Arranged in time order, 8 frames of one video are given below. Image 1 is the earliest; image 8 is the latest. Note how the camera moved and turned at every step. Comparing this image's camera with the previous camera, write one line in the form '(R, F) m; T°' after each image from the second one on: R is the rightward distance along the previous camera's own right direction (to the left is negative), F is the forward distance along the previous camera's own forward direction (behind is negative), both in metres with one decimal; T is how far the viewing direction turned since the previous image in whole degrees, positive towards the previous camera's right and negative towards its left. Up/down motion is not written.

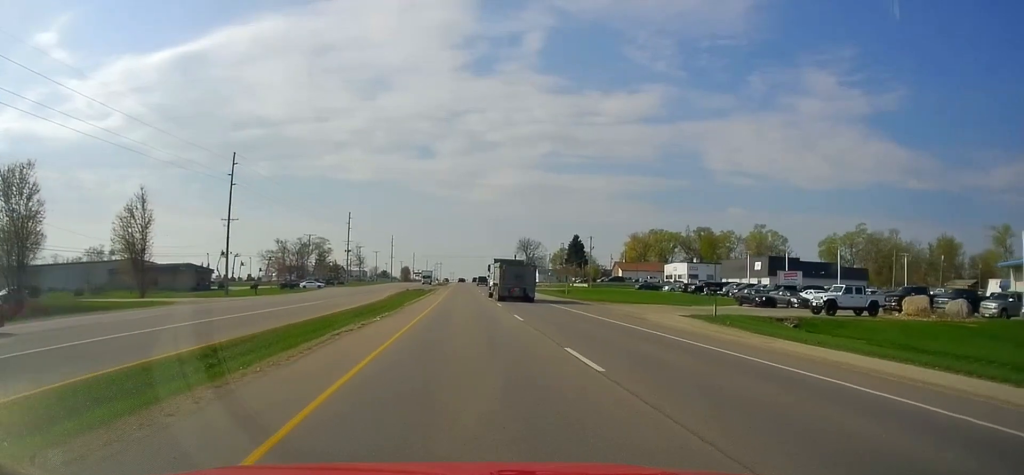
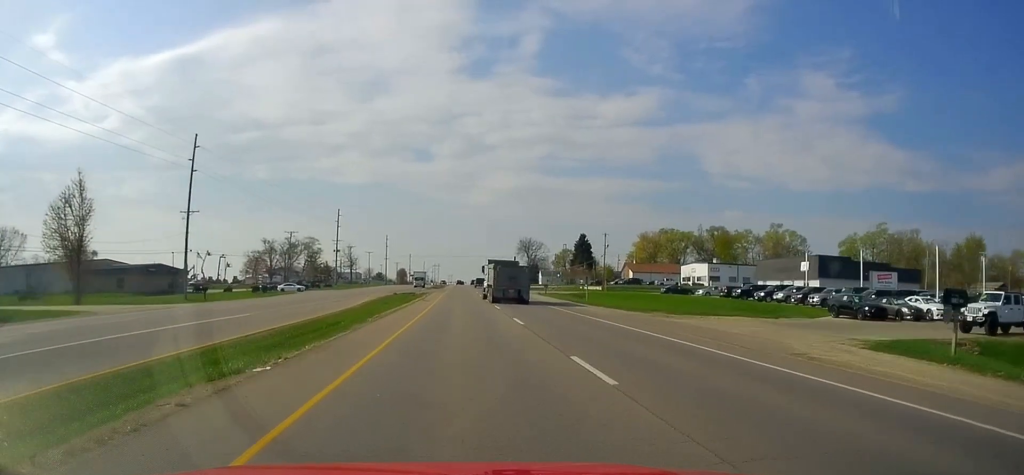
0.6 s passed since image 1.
(-0.3, +13.4) m; 0°
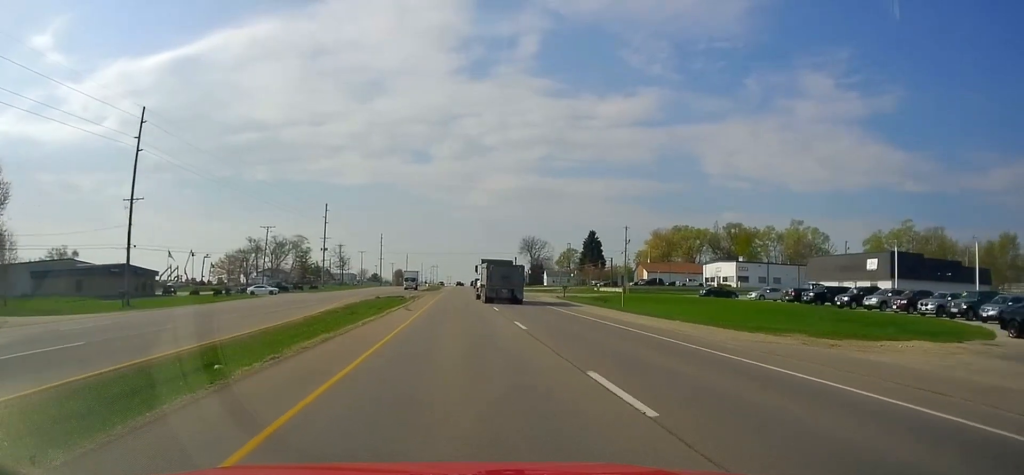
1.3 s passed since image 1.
(-0.3, +14.2) m; 0°
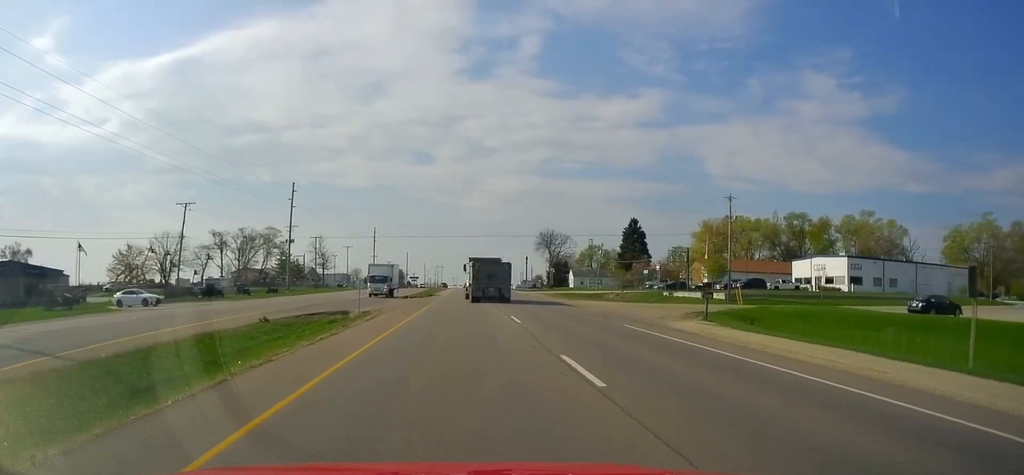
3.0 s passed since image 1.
(-0.1, +35.5) m; 0°
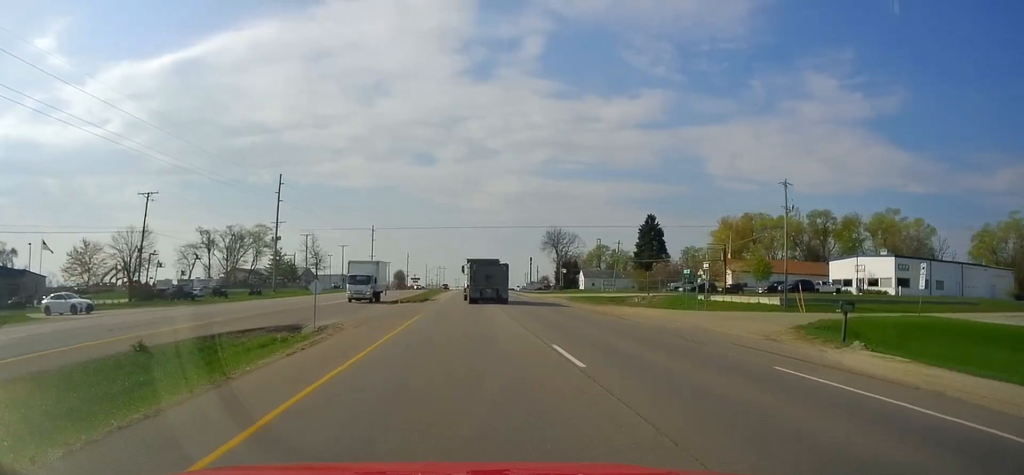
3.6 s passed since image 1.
(+0.2, +10.6) m; 0°
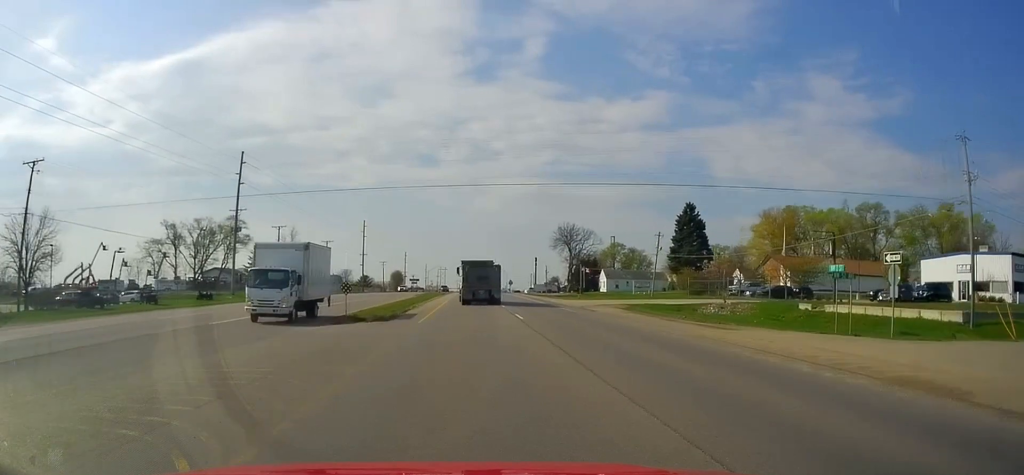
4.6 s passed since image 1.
(+0.3, +20.9) m; 0°
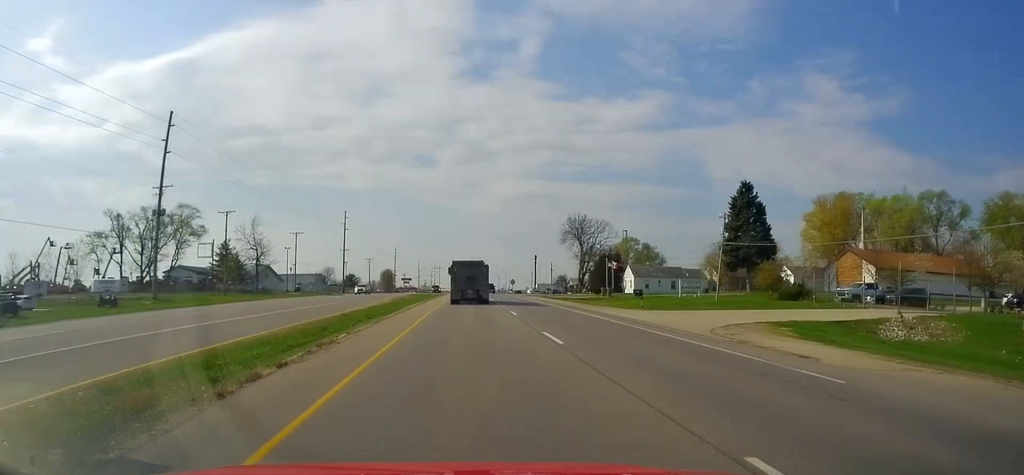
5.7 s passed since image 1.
(-0.5, +22.3) m; -1°
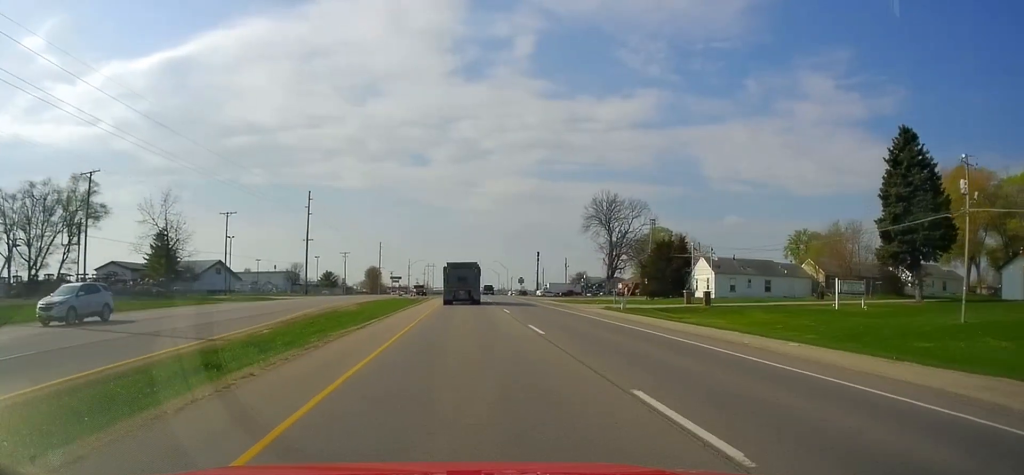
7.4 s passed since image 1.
(+0.8, +34.2) m; +2°
